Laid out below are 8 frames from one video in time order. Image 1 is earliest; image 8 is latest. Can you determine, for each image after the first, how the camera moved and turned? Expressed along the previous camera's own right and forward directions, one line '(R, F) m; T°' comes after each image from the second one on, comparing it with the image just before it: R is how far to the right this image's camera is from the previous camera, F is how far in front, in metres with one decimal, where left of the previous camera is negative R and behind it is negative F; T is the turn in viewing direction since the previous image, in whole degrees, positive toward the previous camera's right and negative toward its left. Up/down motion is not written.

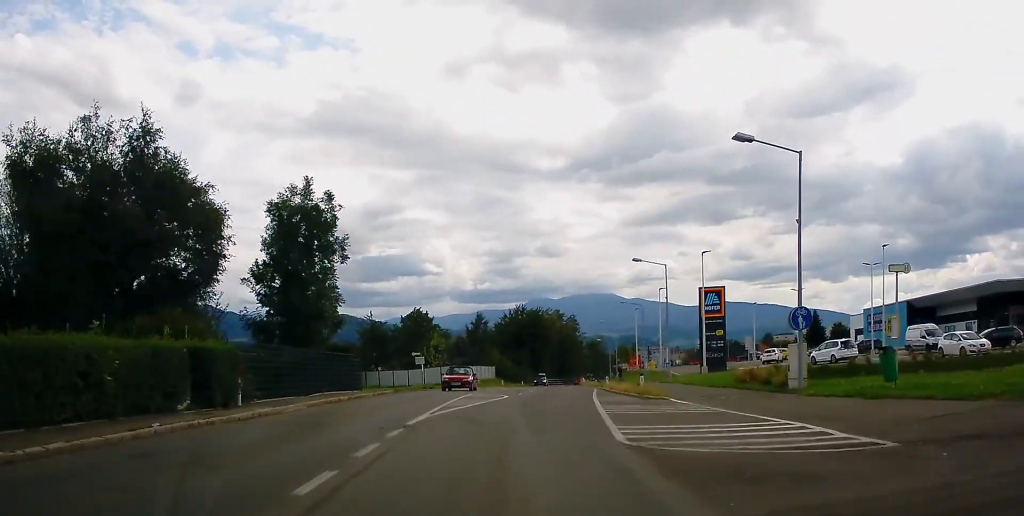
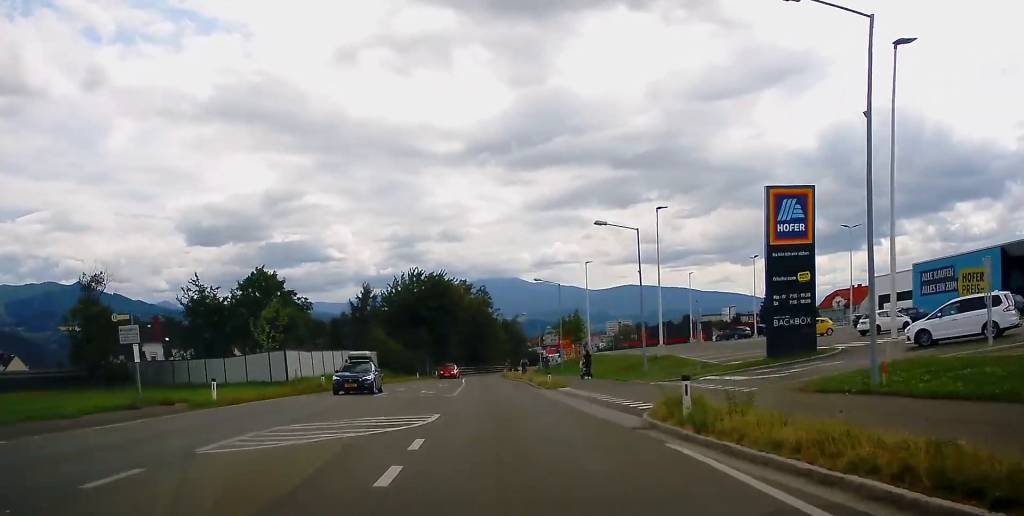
(+2.7, +36.5) m; +6°
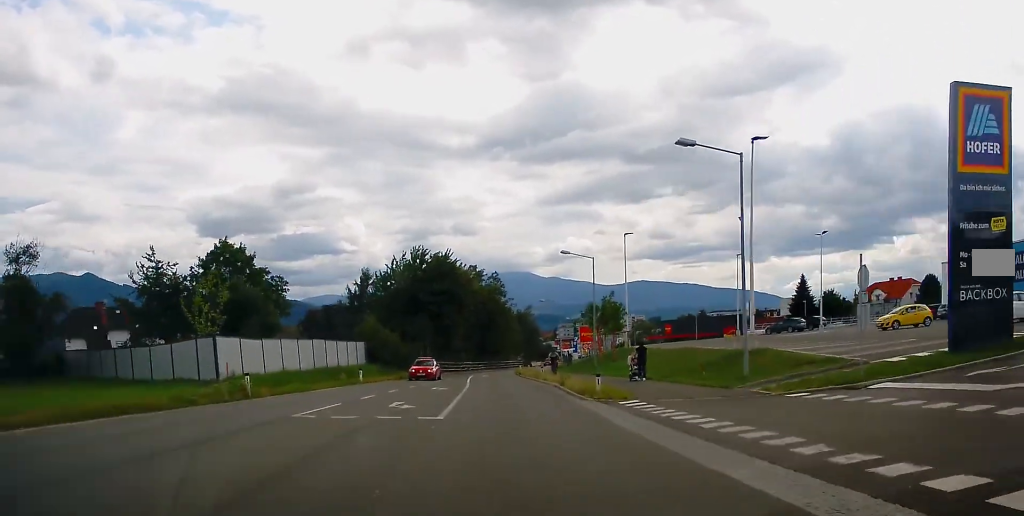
(-0.1, +14.0) m; 0°
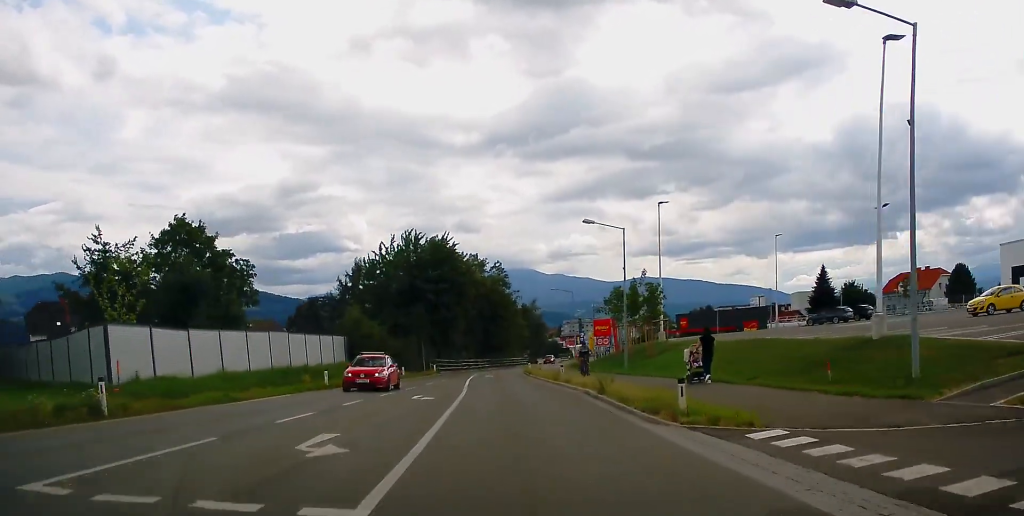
(+0.2, +10.4) m; 0°
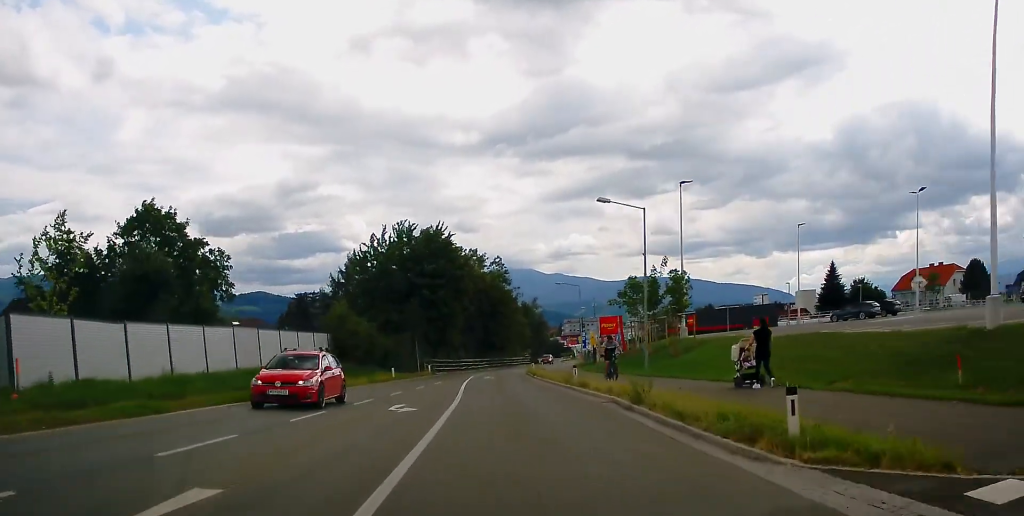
(-0.1, +5.4) m; -1°
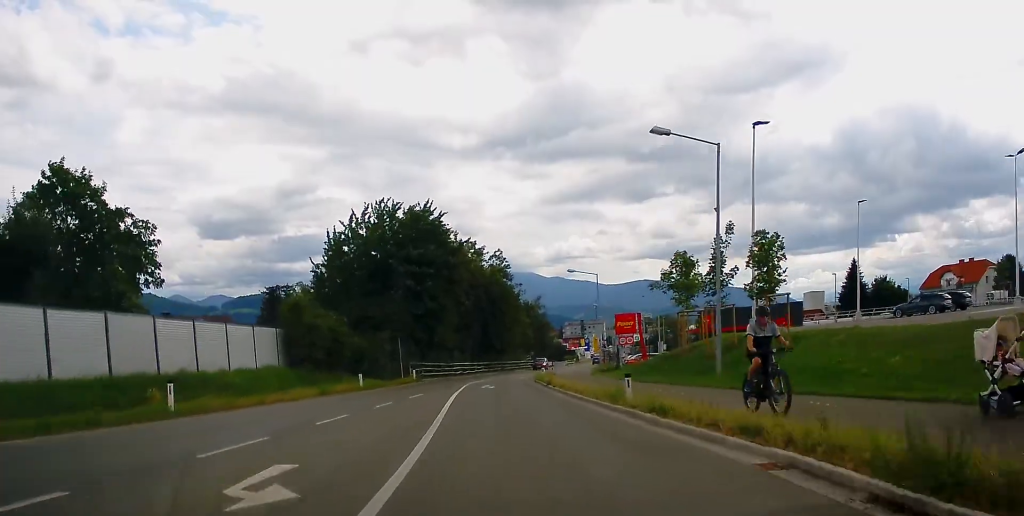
(-0.1, +11.5) m; 0°
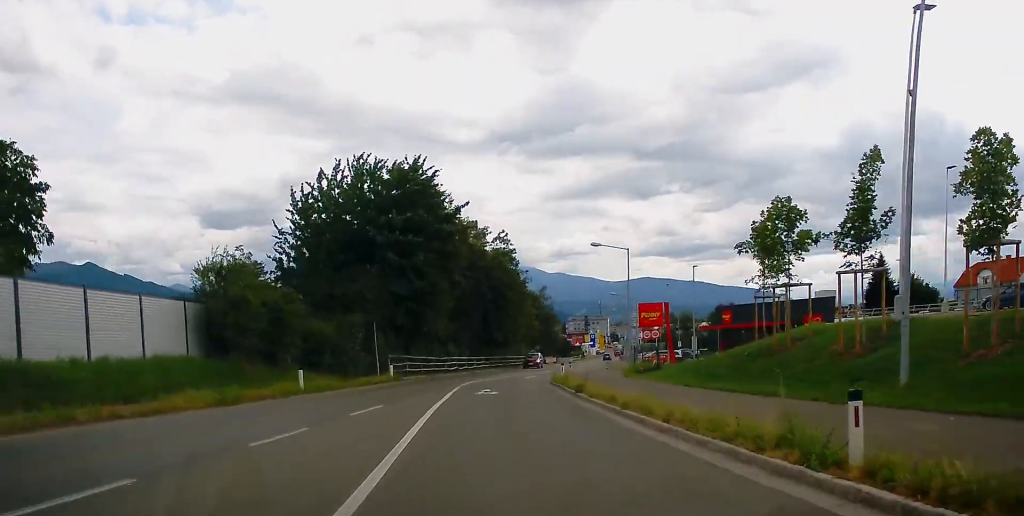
(+0.1, +11.4) m; +1°
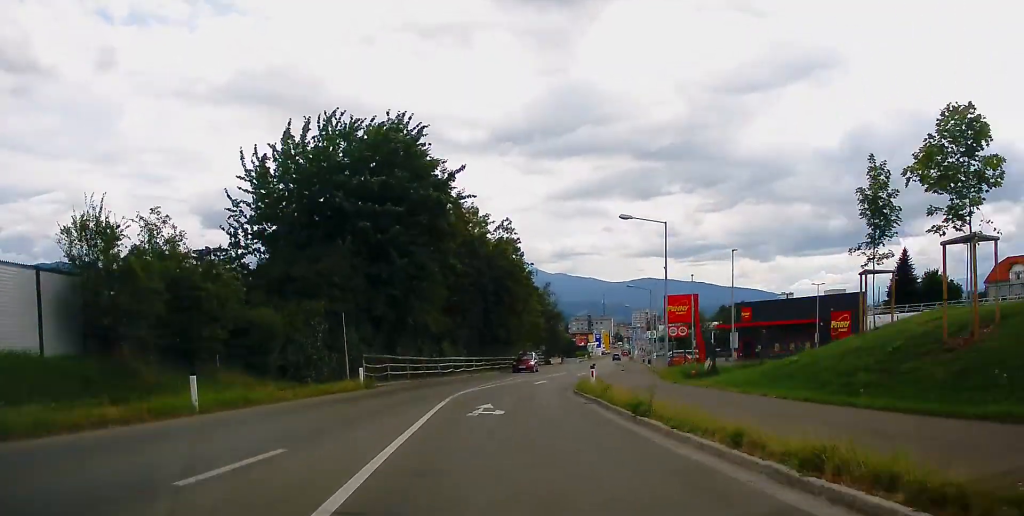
(+0.2, +9.1) m; 0°
